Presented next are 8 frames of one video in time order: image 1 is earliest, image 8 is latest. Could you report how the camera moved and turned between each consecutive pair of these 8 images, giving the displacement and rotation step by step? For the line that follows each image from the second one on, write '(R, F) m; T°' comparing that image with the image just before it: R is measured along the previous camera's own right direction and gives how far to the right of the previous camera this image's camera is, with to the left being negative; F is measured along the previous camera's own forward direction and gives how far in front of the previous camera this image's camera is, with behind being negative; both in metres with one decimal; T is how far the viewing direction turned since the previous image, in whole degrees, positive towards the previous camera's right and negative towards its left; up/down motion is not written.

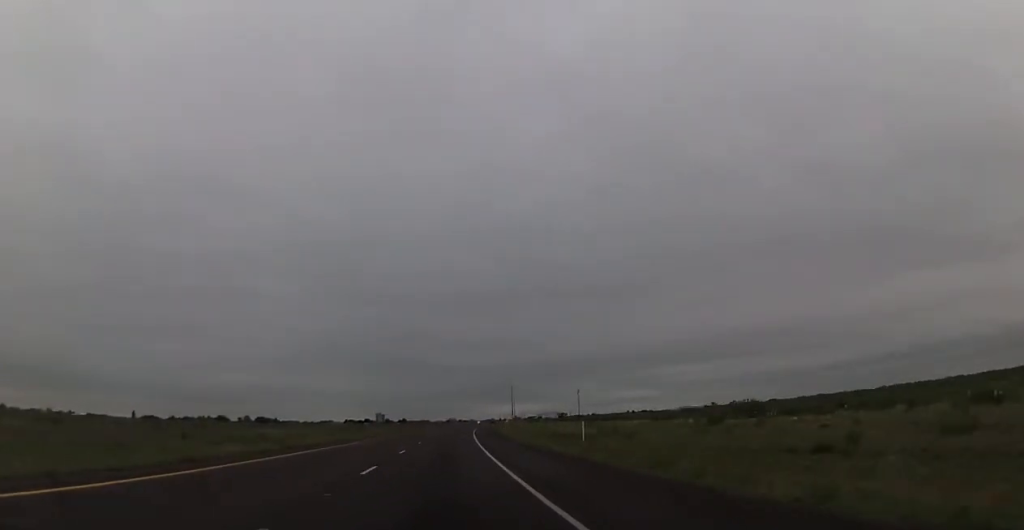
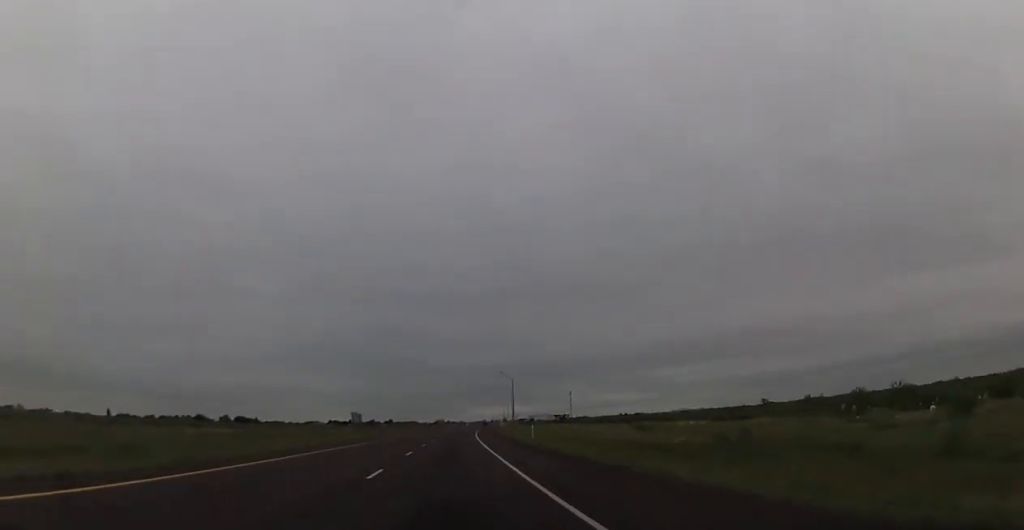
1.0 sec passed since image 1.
(+0.4, +37.1) m; +1°
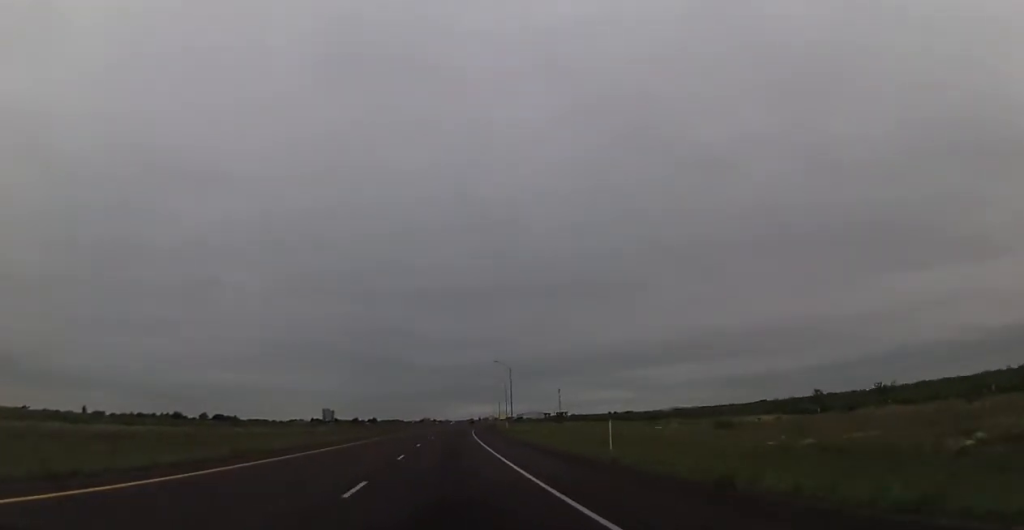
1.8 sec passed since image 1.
(0.0, +28.5) m; +1°
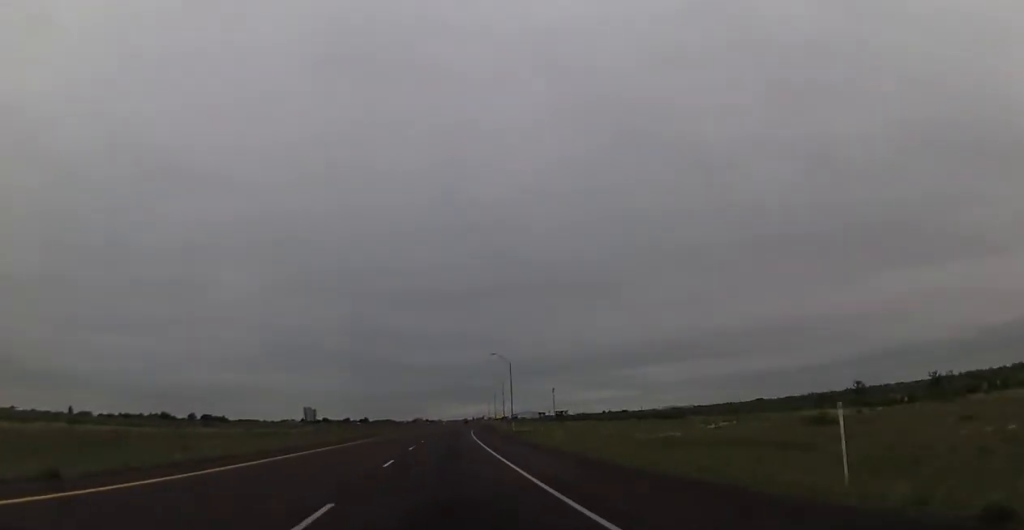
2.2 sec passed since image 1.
(+0.2, +16.2) m; +1°
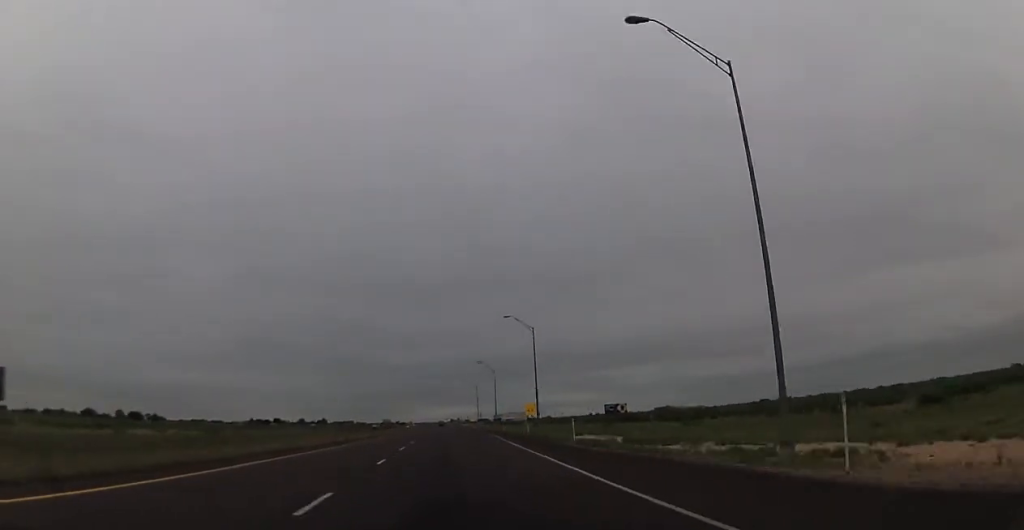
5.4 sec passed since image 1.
(+4.9, +119.1) m; +4°
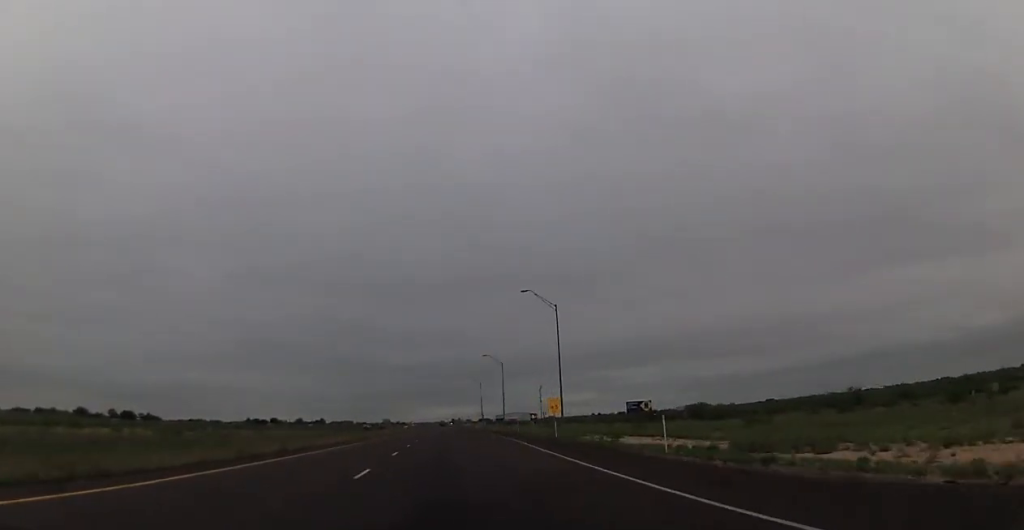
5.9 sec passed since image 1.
(0.0, +17.4) m; 0°
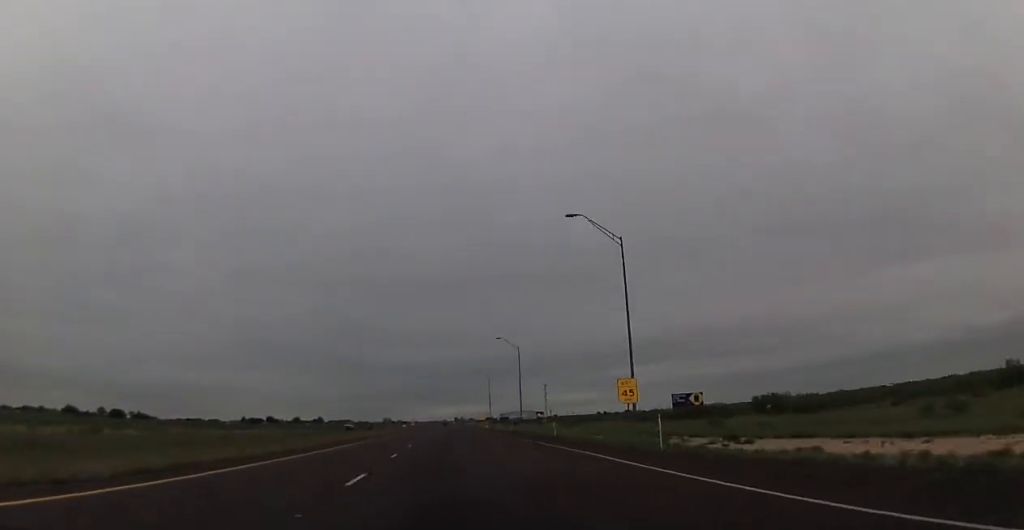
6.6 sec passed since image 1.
(+0.4, +26.0) m; 0°
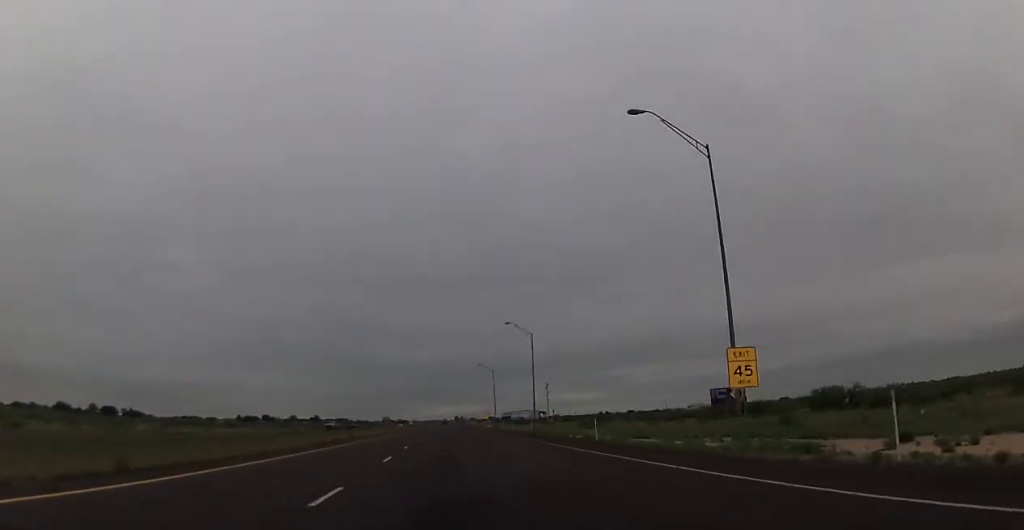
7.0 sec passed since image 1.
(-0.1, +16.1) m; 0°
